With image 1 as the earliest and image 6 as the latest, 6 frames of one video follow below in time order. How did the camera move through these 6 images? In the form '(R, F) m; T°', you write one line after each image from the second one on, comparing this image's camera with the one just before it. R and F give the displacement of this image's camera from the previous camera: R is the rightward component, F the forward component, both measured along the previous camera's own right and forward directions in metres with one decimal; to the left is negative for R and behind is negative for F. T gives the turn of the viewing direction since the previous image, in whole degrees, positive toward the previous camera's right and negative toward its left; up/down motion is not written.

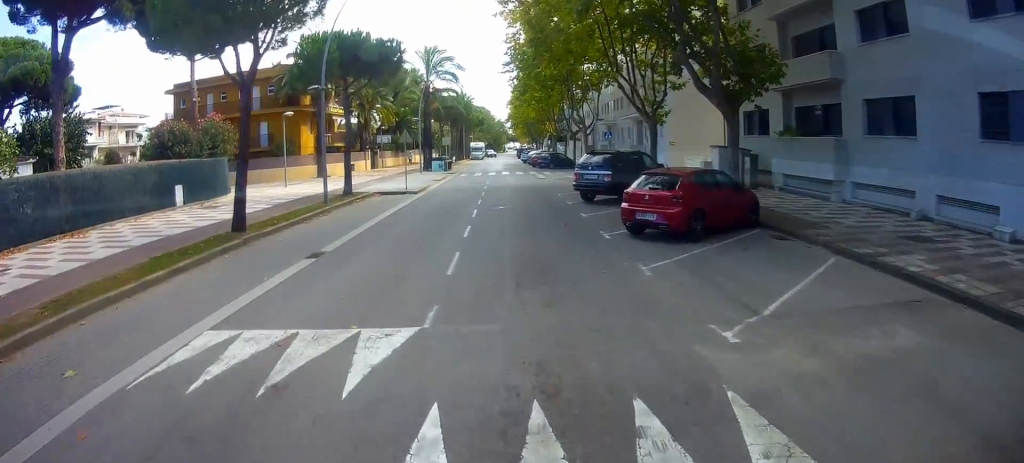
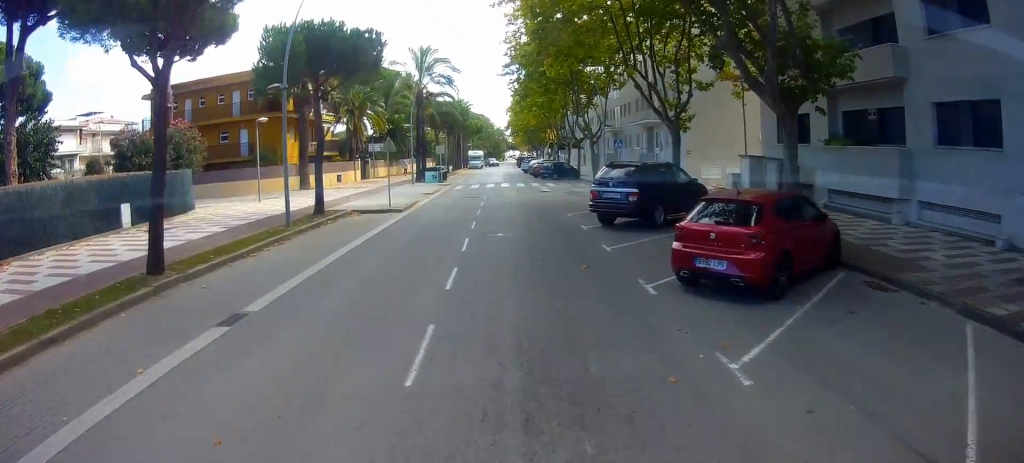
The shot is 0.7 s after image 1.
(-0.9, +4.5) m; -4°
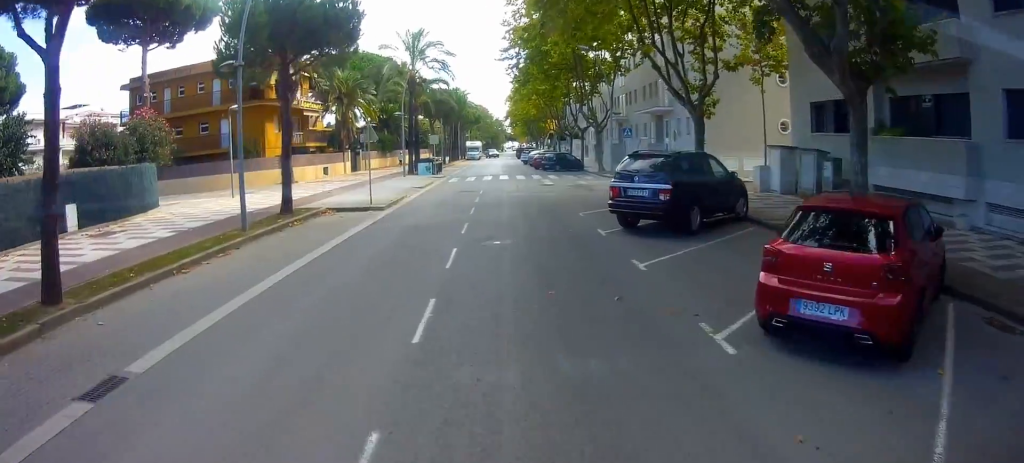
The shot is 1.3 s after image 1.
(+0.3, +3.3) m; +5°
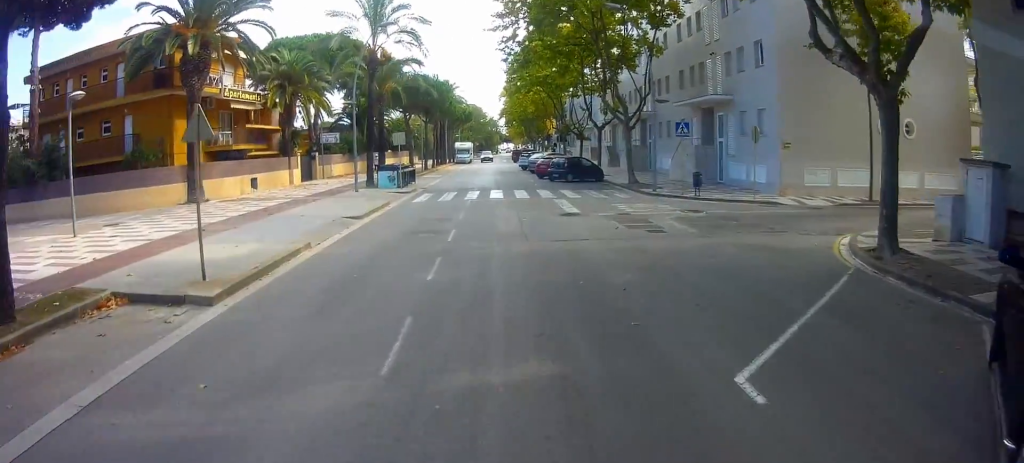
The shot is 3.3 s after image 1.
(+0.9, +10.3) m; +4°
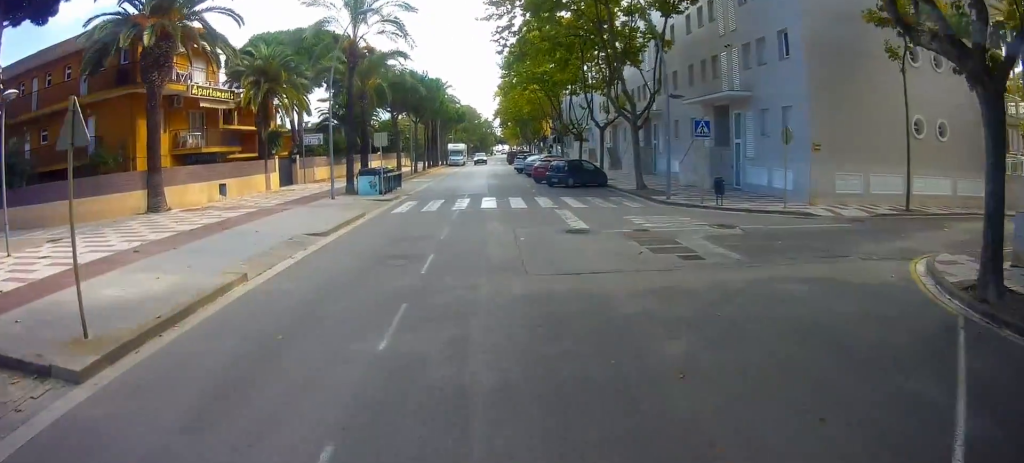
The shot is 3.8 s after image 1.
(-0.1, +2.6) m; -1°
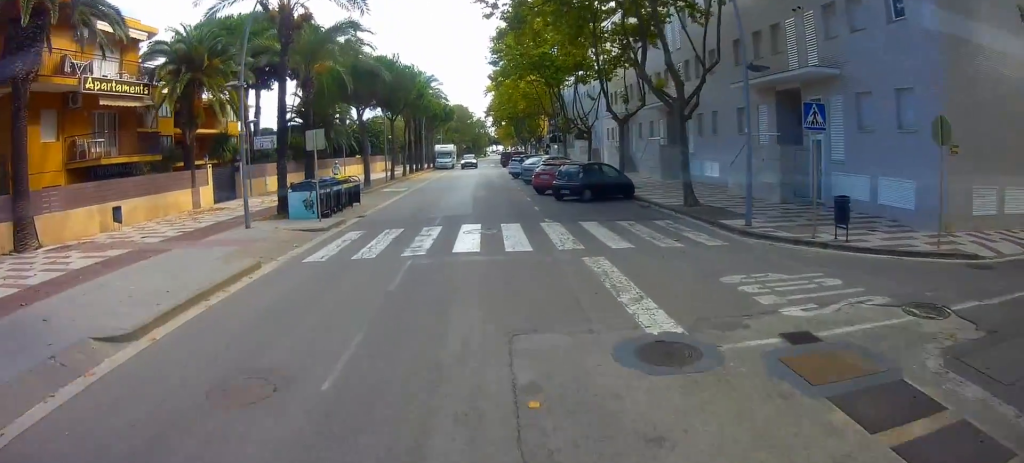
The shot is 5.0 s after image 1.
(0.0, +7.1) m; 0°
